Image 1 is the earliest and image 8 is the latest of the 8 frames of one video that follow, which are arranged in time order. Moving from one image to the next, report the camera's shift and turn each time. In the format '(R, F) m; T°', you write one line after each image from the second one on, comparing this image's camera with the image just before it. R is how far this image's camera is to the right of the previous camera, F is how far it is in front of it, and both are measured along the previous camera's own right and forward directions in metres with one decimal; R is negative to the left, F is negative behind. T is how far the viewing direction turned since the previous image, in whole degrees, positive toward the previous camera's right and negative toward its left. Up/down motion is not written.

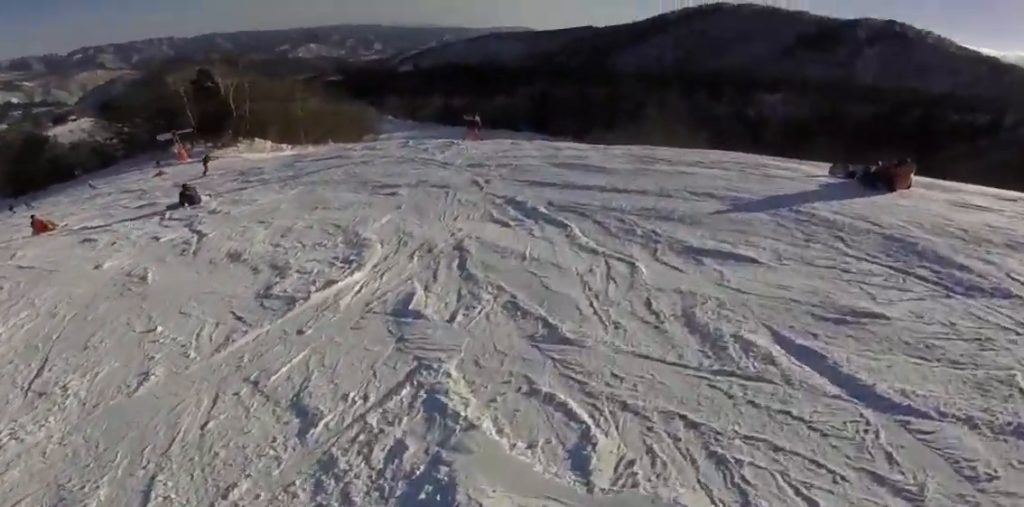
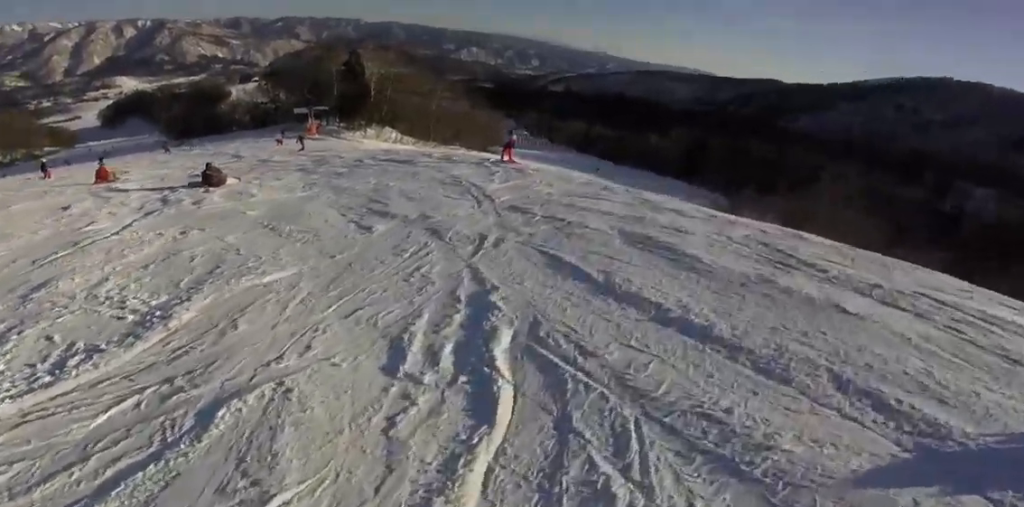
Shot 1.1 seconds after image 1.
(-0.1, +3.8) m; -11°
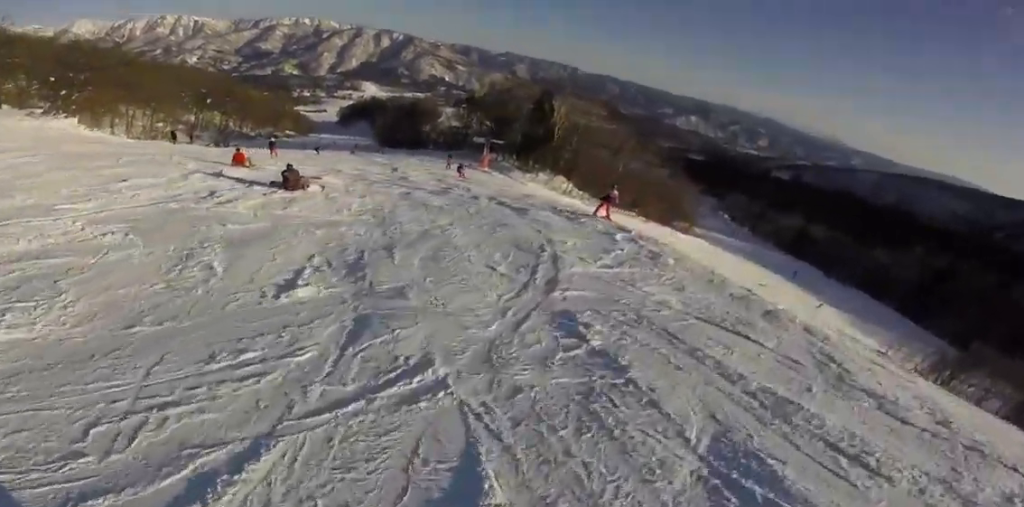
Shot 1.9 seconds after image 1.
(-0.1, +3.1) m; -27°
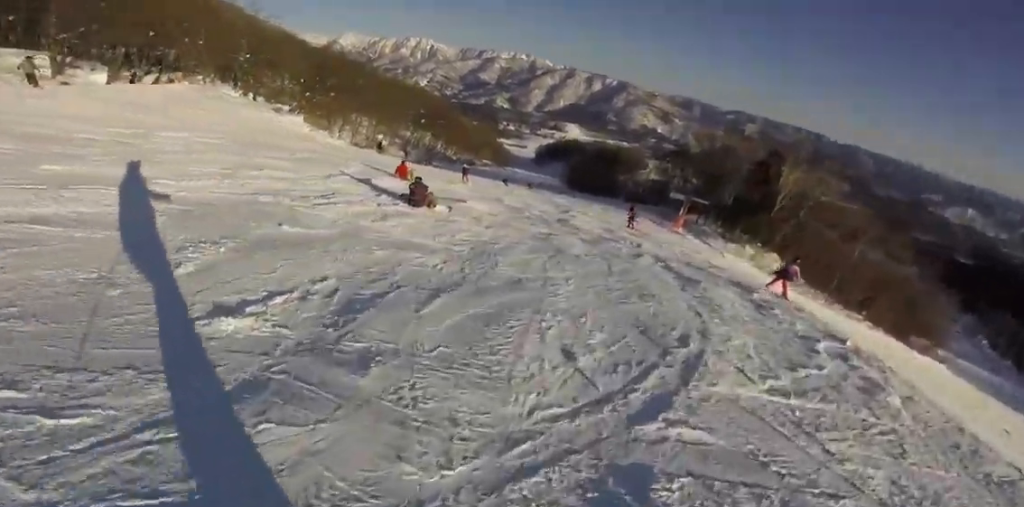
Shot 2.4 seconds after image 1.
(-0.6, +1.4) m; -29°
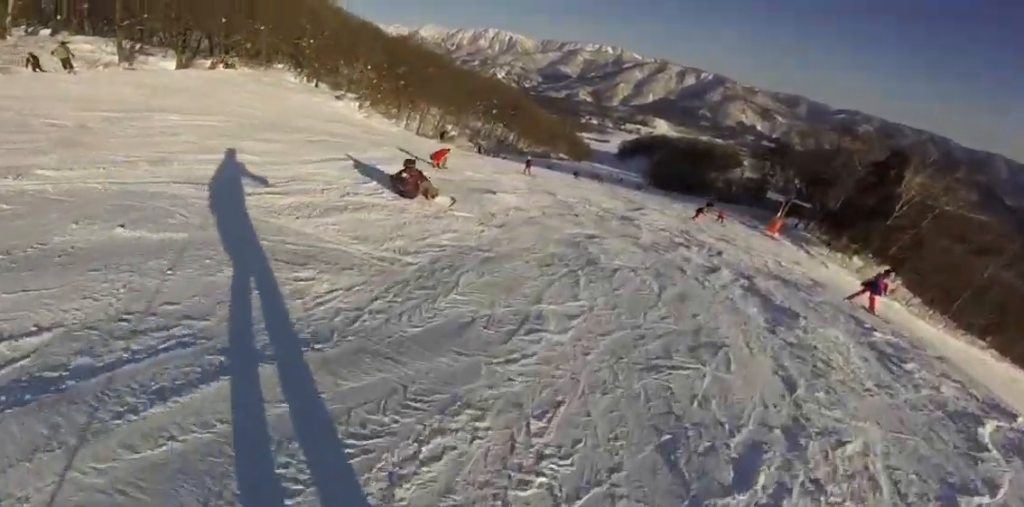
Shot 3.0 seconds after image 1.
(-0.4, +1.9) m; -33°
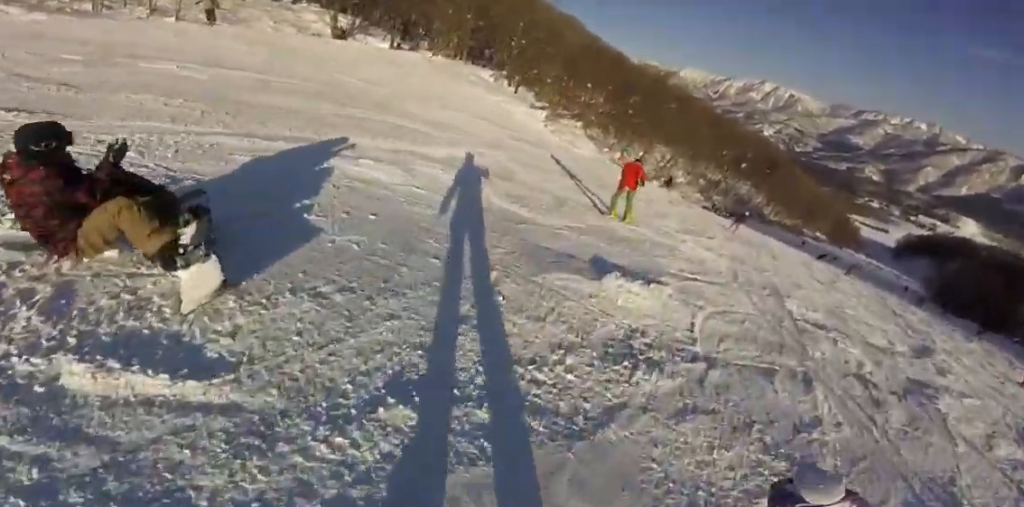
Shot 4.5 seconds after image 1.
(-2.6, +5.1) m; -24°
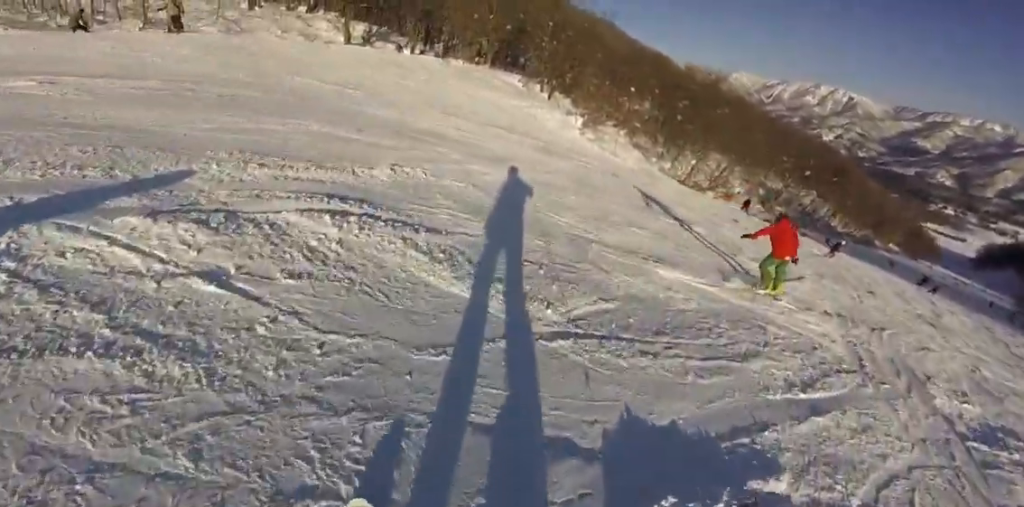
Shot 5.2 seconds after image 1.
(+0.1, +2.5) m; +3°
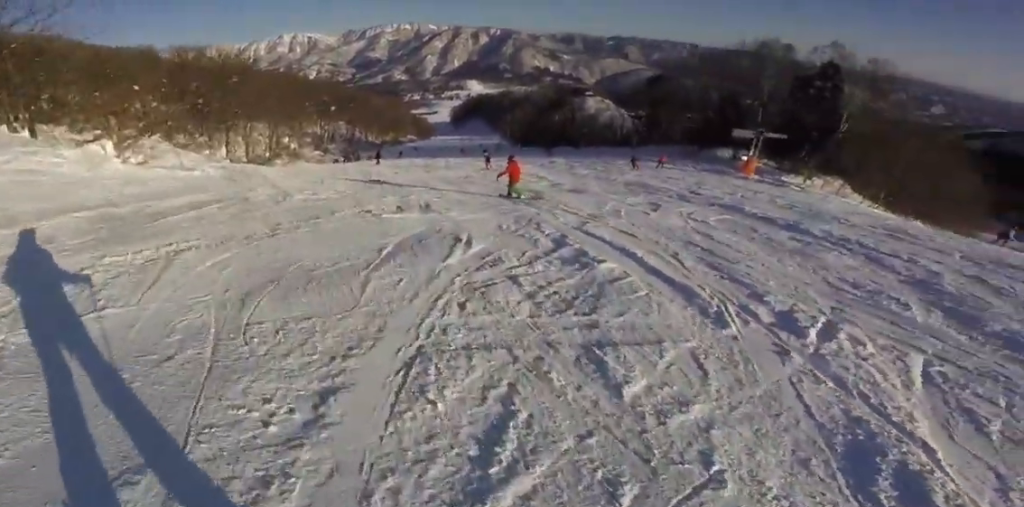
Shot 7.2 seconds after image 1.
(+0.5, +5.3) m; +39°
